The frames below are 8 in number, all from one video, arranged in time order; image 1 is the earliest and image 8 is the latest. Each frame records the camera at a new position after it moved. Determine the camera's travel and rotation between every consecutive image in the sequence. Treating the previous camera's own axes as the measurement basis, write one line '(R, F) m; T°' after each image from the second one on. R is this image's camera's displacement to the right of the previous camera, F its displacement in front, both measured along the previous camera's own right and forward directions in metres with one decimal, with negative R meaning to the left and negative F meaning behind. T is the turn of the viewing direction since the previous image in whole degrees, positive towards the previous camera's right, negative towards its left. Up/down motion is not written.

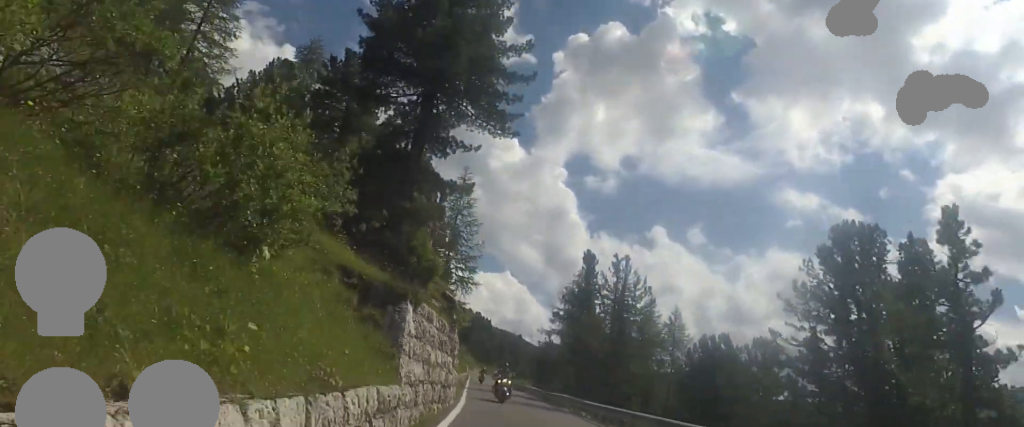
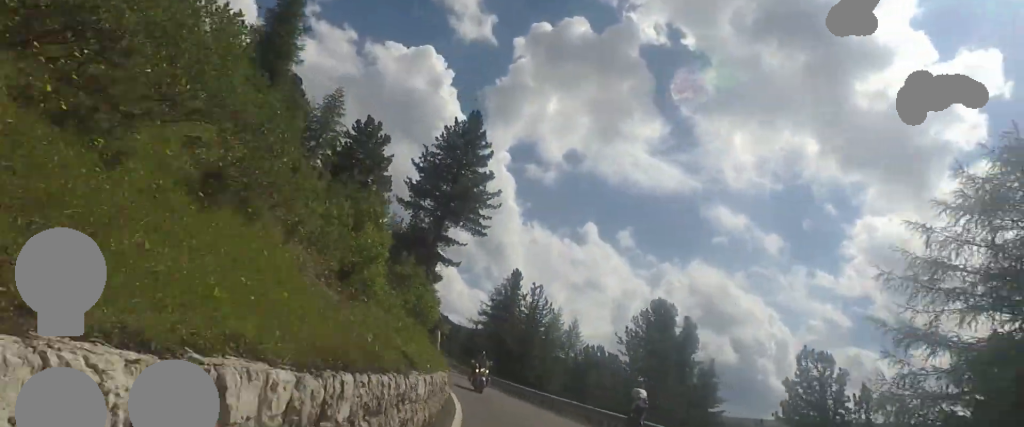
(+1.4, +16.2) m; +7°
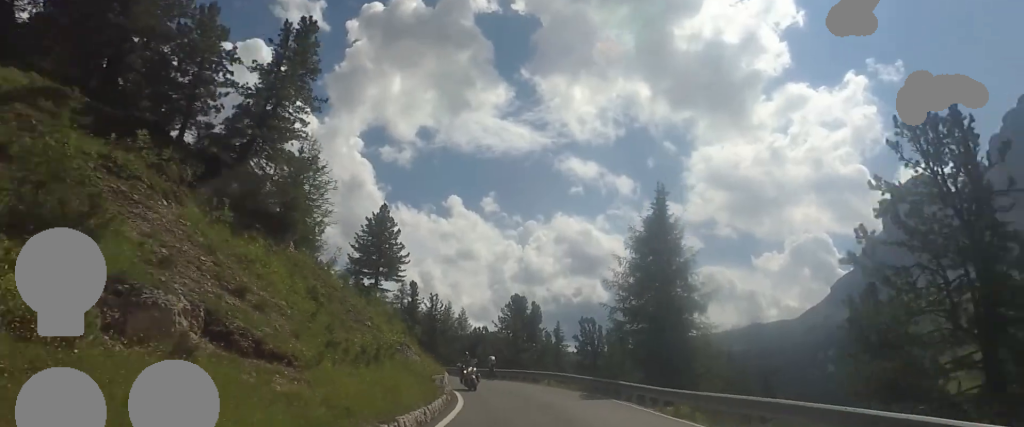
(+0.9, +21.9) m; +2°
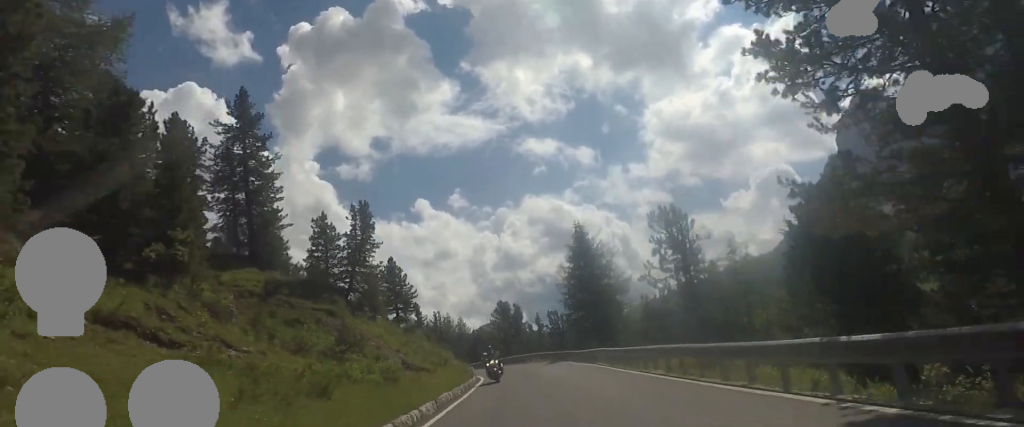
(-0.1, +19.7) m; -2°
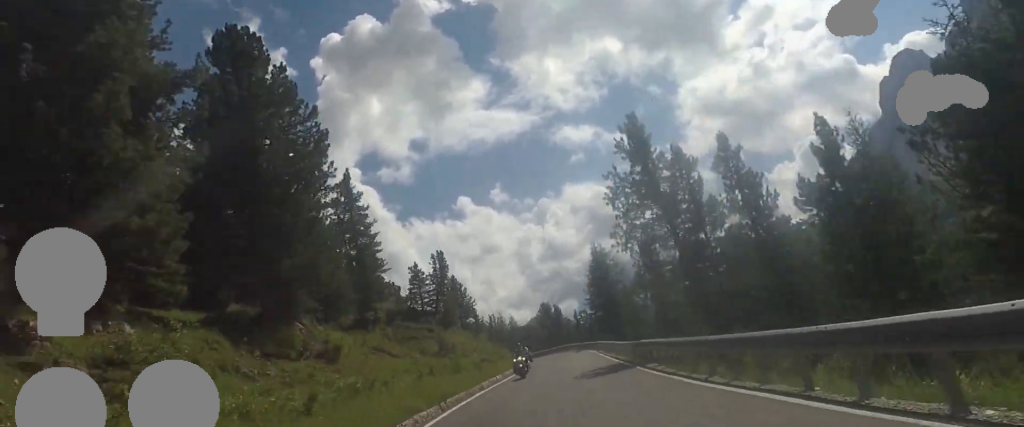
(-0.6, +18.7) m; -2°
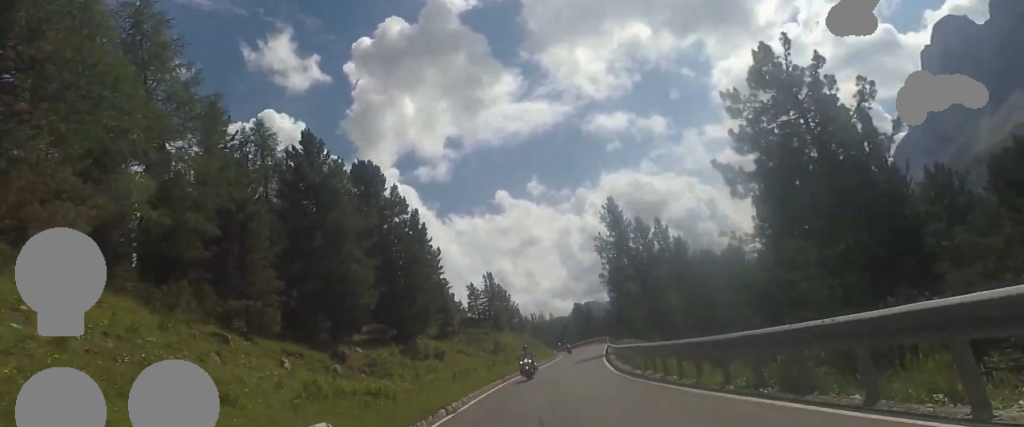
(-0.1, +18.2) m; -3°
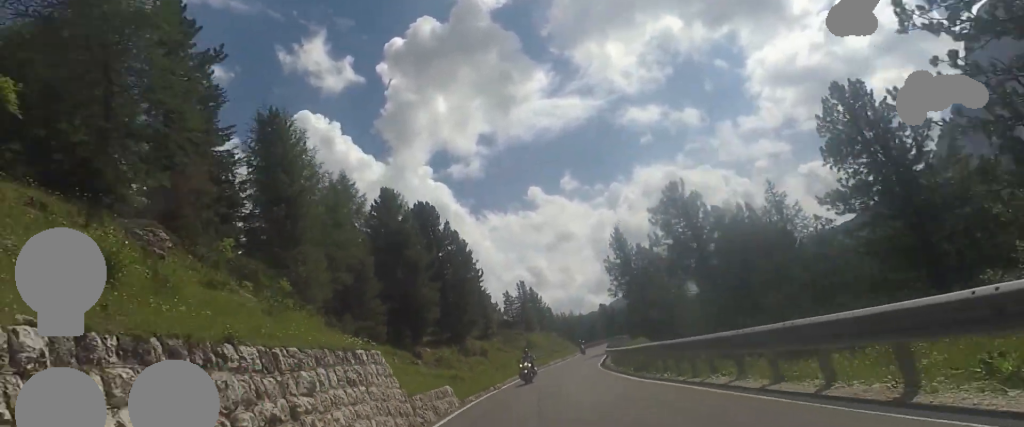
(-0.4, +12.6) m; -3°
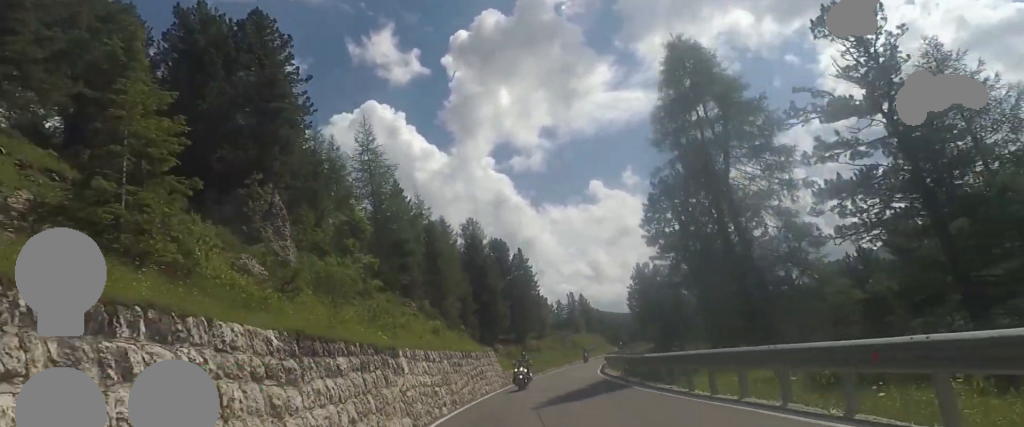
(-1.0, +22.2) m; -4°
